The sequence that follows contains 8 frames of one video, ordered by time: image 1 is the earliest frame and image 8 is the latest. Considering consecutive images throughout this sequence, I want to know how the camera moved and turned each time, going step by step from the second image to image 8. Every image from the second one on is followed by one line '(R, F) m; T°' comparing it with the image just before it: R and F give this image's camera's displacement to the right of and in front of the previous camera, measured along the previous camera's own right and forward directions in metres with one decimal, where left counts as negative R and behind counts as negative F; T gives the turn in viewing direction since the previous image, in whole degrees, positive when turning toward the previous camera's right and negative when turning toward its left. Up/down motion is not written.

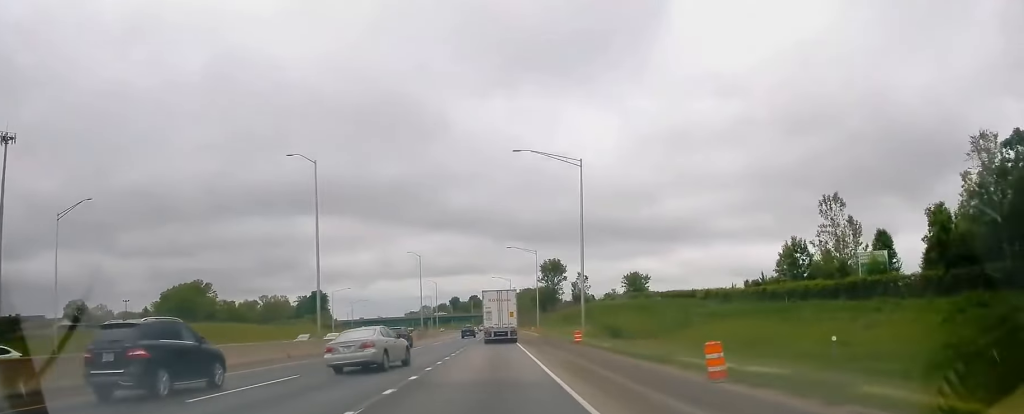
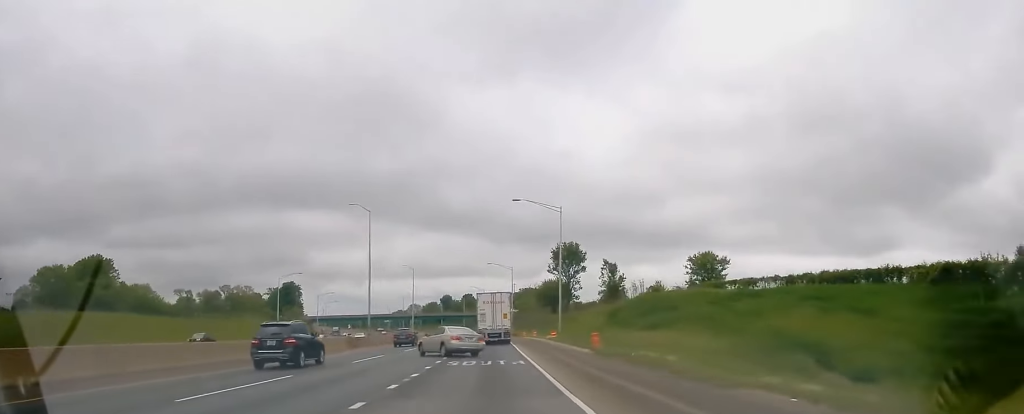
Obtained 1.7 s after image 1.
(-0.3, +48.6) m; -1°
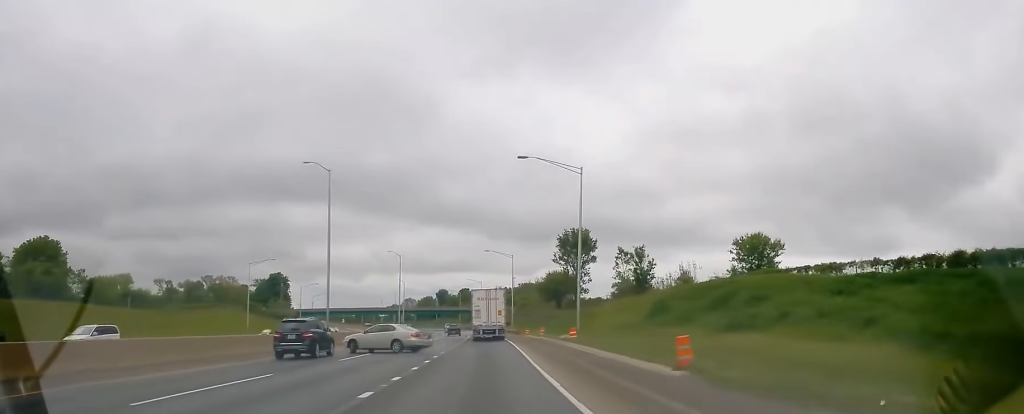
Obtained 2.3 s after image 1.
(-0.1, +17.2) m; 0°
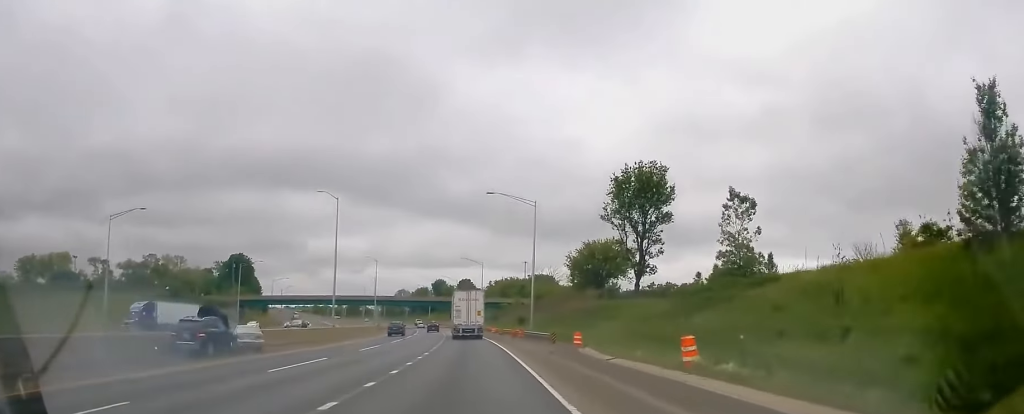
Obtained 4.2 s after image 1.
(+0.2, +52.7) m; 0°
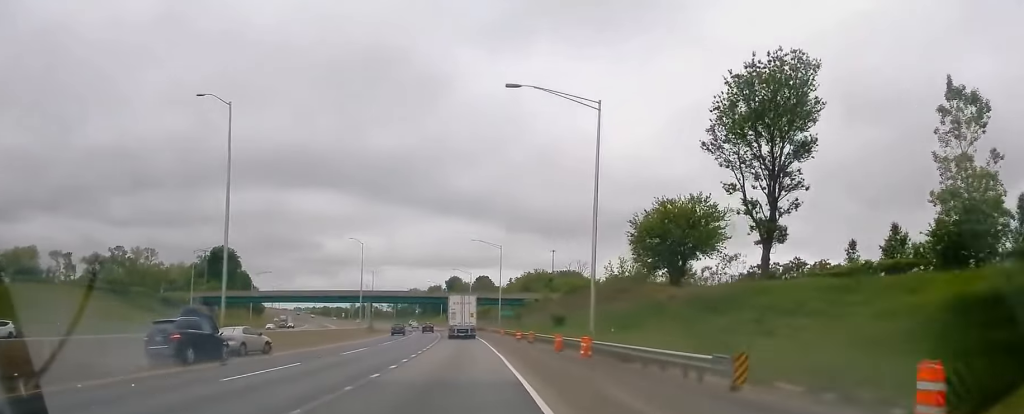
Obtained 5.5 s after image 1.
(-0.2, +33.0) m; -1°
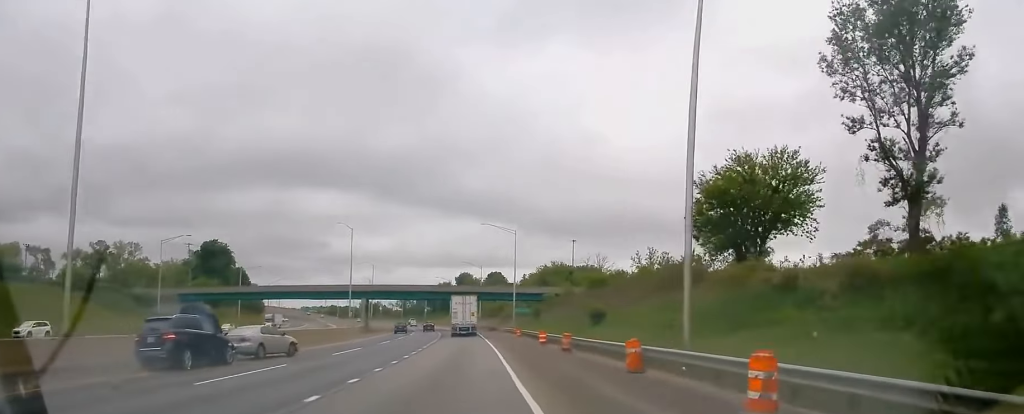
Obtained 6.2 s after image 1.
(-0.3, +16.5) m; -1°
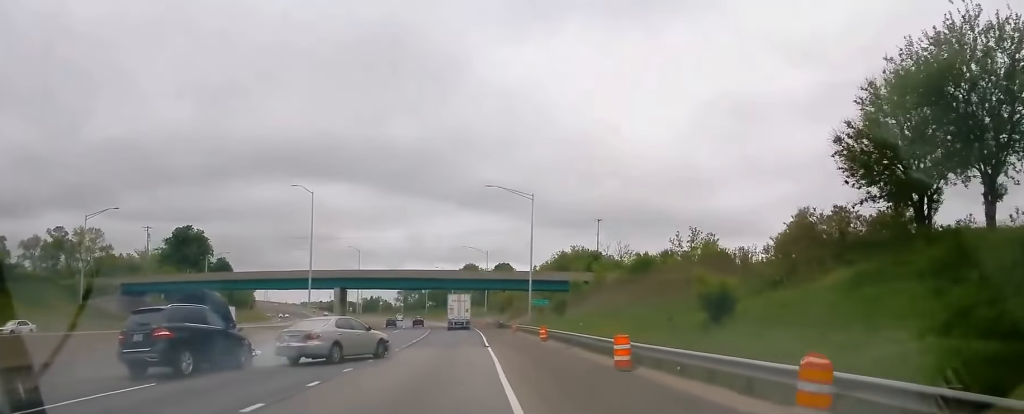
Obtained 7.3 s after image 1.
(-0.2, +24.0) m; -1°
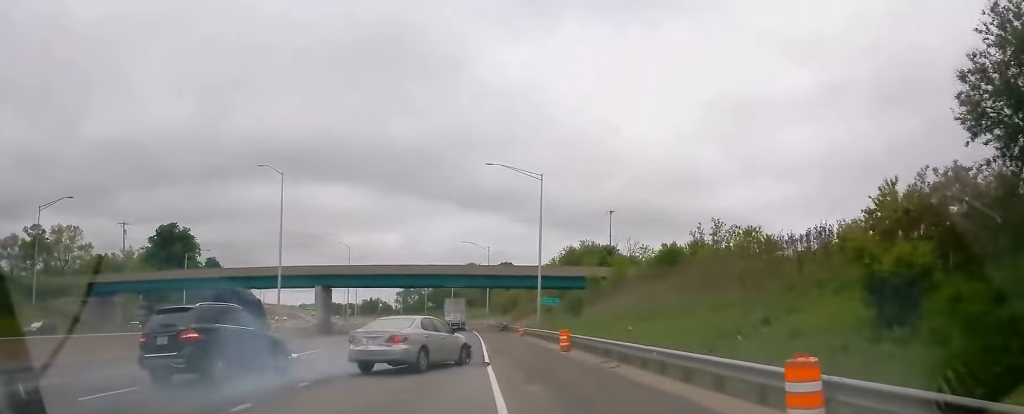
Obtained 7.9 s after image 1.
(0.0, +11.0) m; 0°
